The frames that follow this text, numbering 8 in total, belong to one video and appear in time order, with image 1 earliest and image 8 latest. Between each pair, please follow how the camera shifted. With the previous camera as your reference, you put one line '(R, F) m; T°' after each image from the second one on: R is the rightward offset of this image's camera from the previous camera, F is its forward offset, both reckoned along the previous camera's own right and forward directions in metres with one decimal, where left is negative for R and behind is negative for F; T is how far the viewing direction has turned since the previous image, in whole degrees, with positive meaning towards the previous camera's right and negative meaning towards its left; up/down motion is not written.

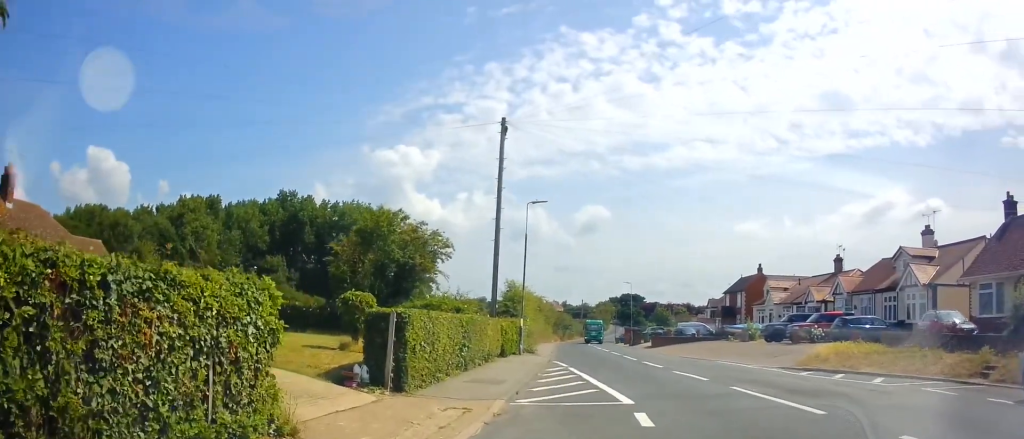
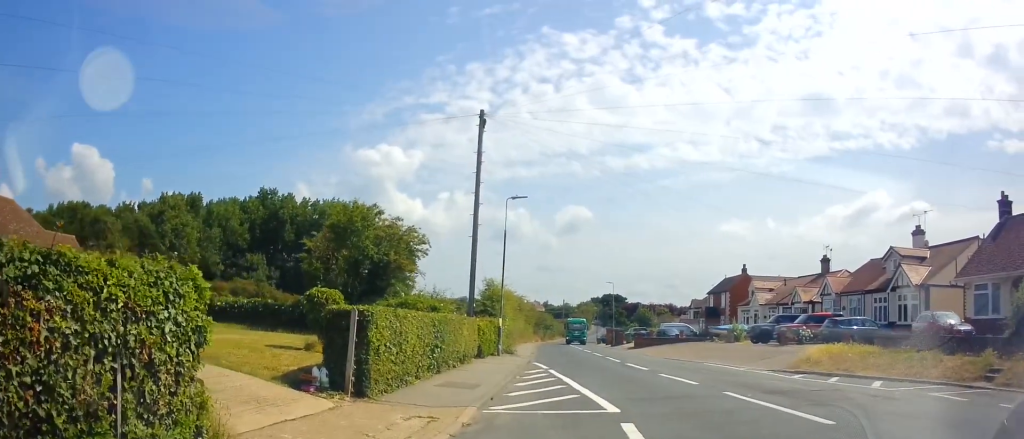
(-0.1, +0.9) m; +4°
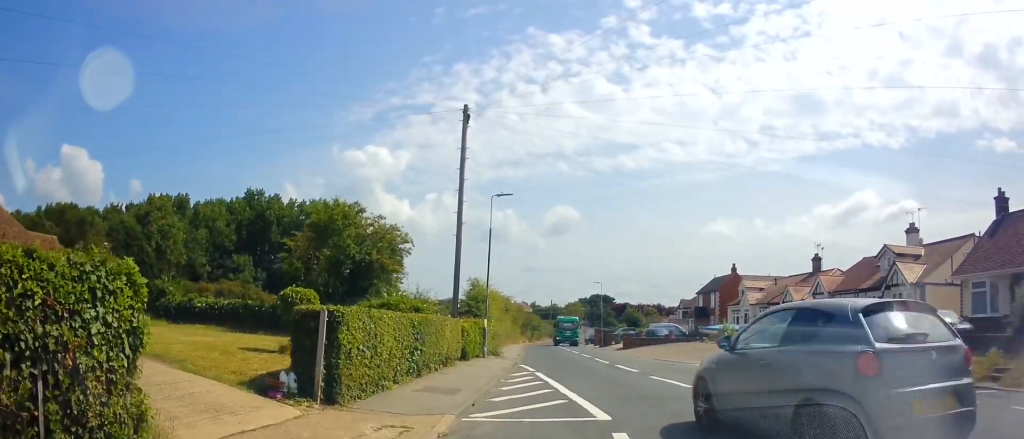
(+0.2, +0.6) m; 0°
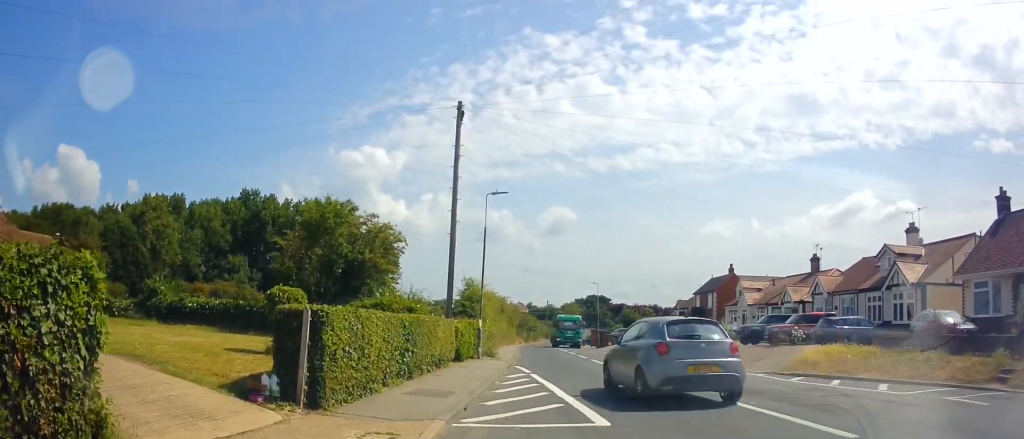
(0.0, +0.4) m; 0°
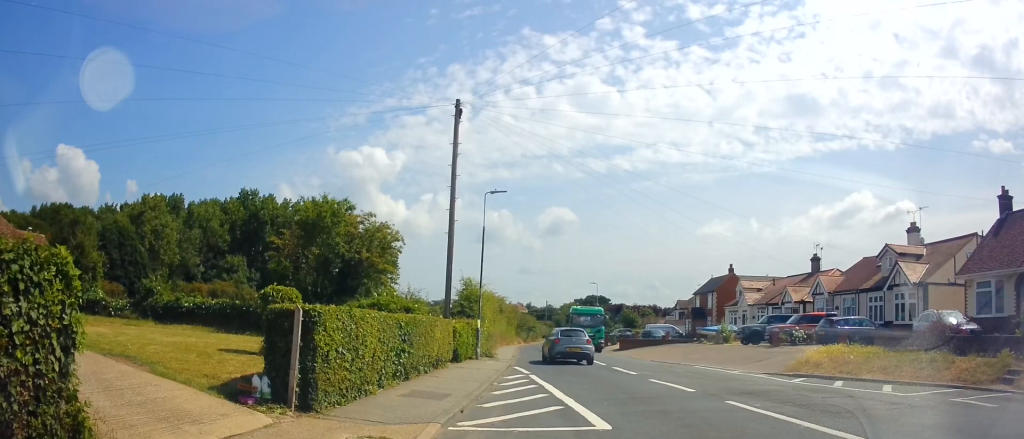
(-0.4, +0.2) m; 0°
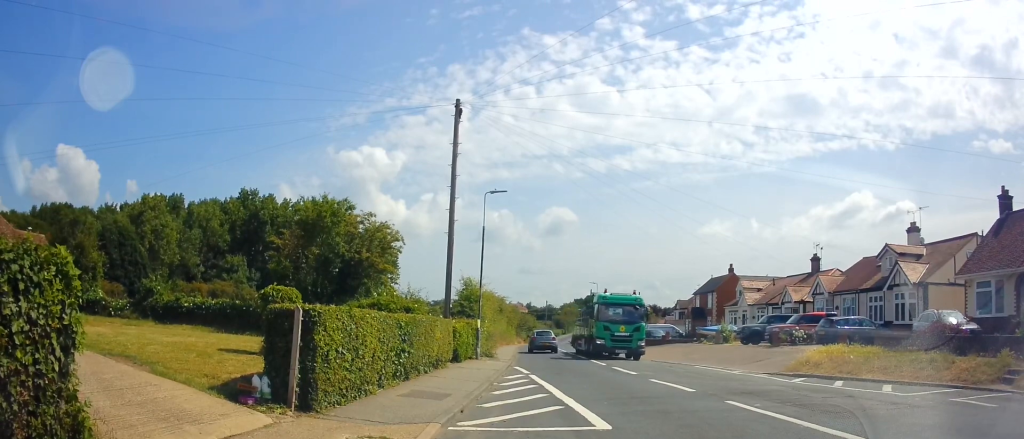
(0.0, 0.0) m; 0°
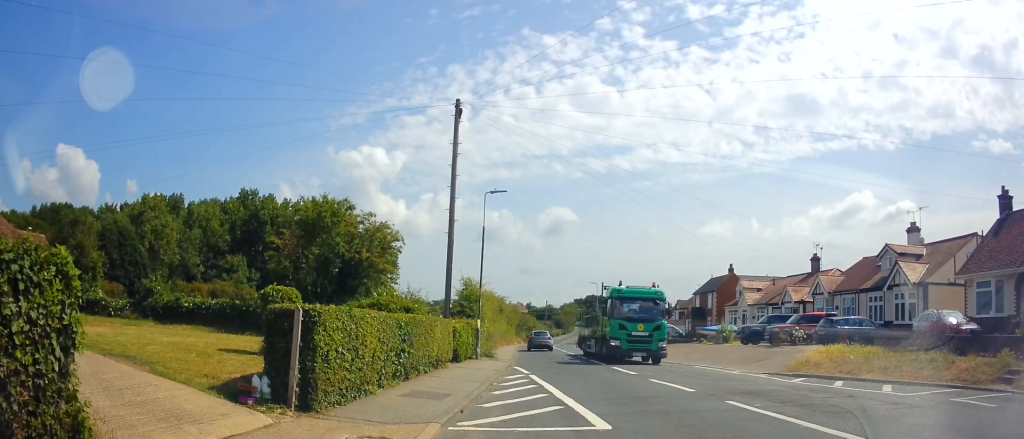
(0.0, 0.0) m; 0°
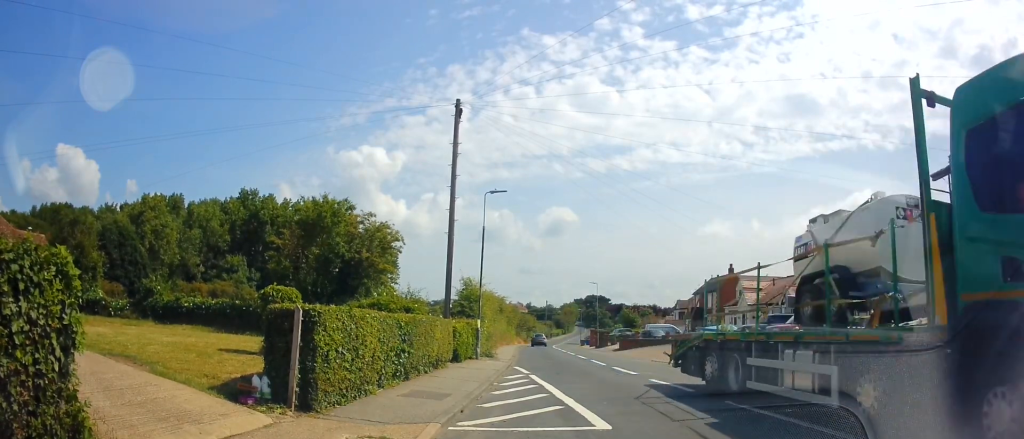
(-0.1, +0.2) m; 0°
